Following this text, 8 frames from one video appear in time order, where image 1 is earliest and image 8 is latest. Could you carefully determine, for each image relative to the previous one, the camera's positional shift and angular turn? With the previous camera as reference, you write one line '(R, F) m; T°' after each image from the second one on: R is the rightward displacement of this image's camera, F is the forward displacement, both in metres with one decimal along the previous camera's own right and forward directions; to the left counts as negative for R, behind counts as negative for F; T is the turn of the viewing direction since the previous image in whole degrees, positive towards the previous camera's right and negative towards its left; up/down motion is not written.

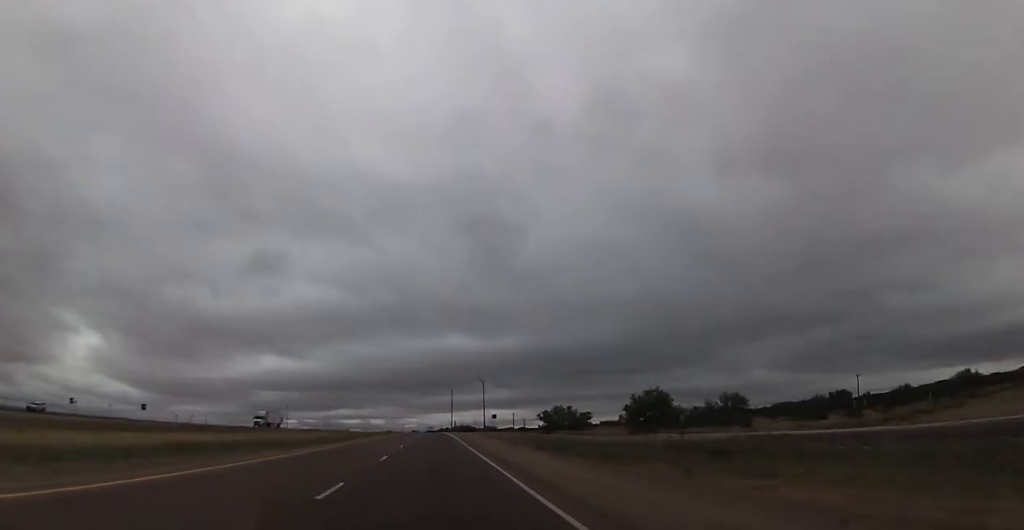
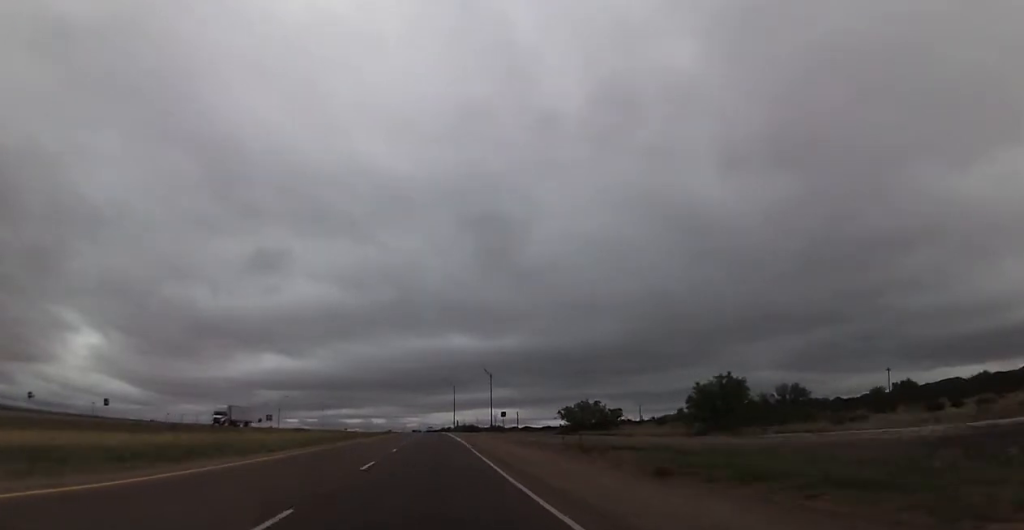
(-0.1, +16.9) m; 0°
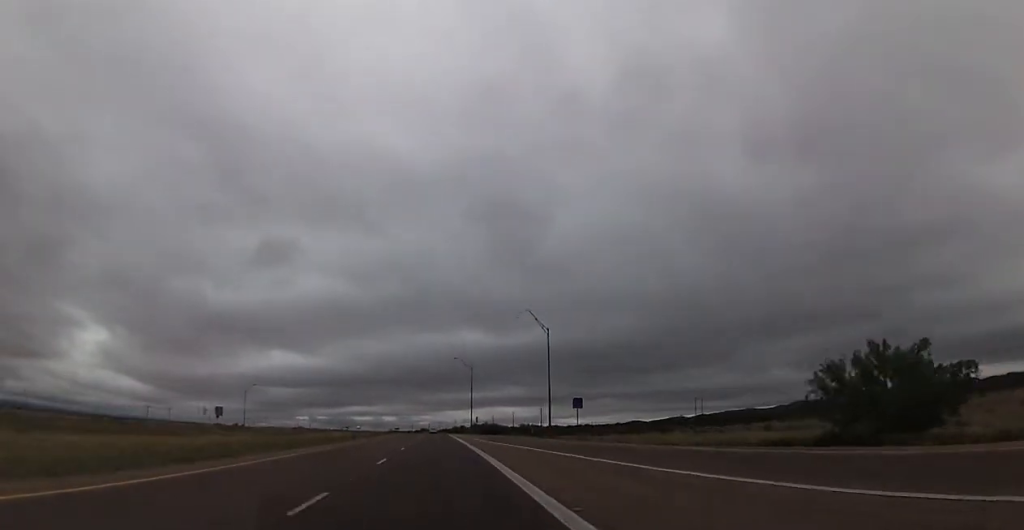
(-0.6, +58.0) m; -1°
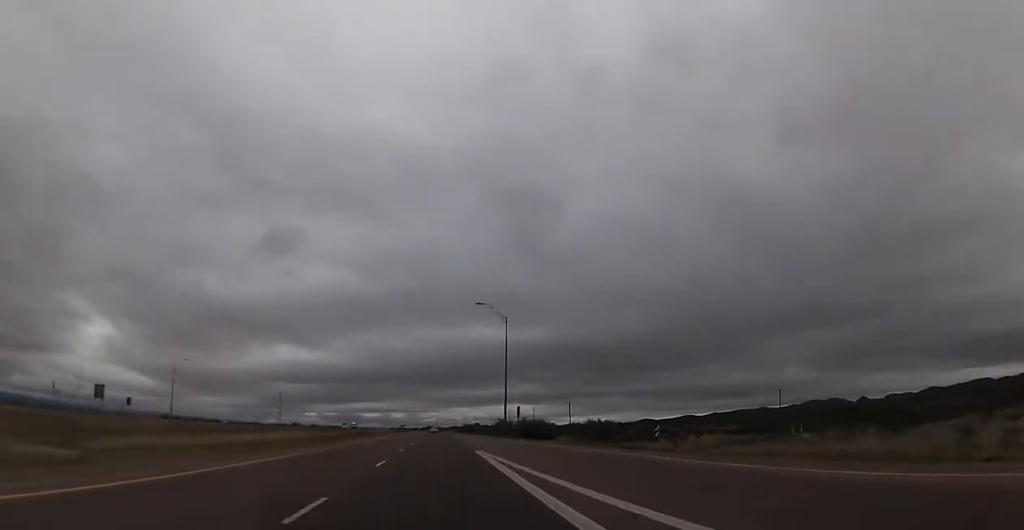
(-0.7, +61.6) m; -1°
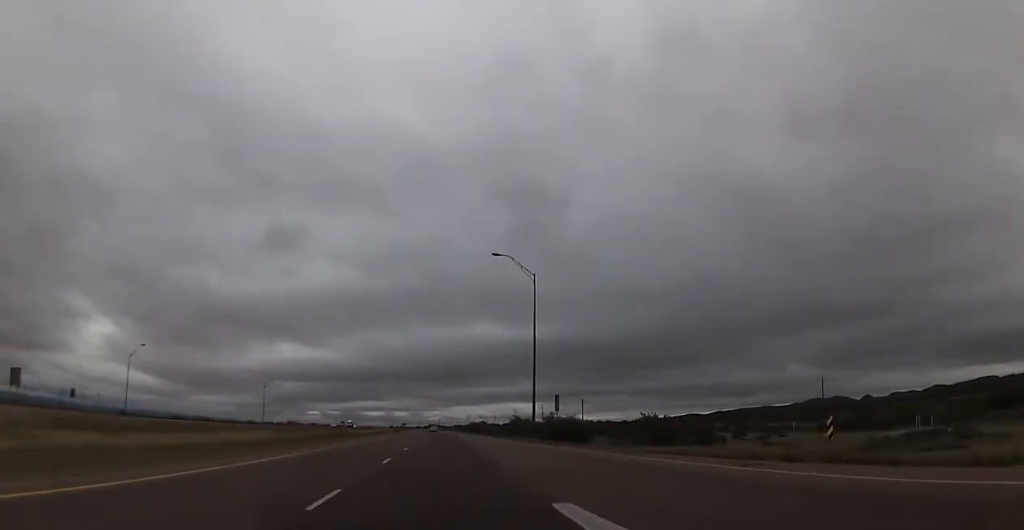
(-0.1, +22.9) m; 0°
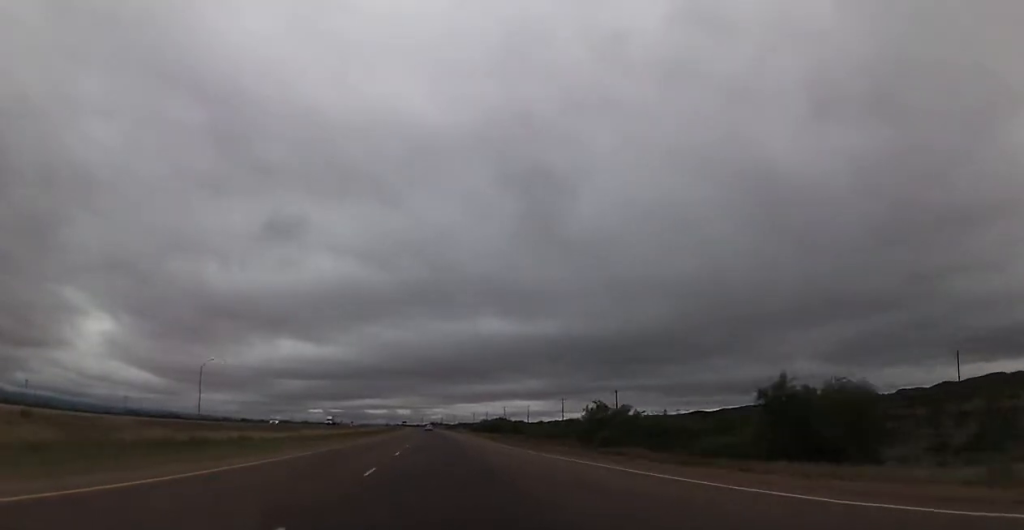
(0.0, +53.1) m; 0°
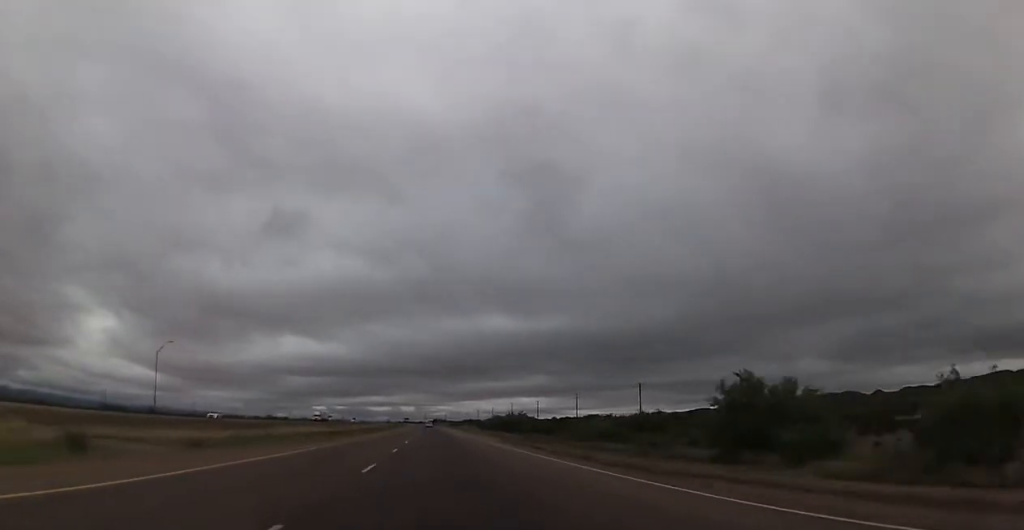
(0.0, +24.3) m; 0°
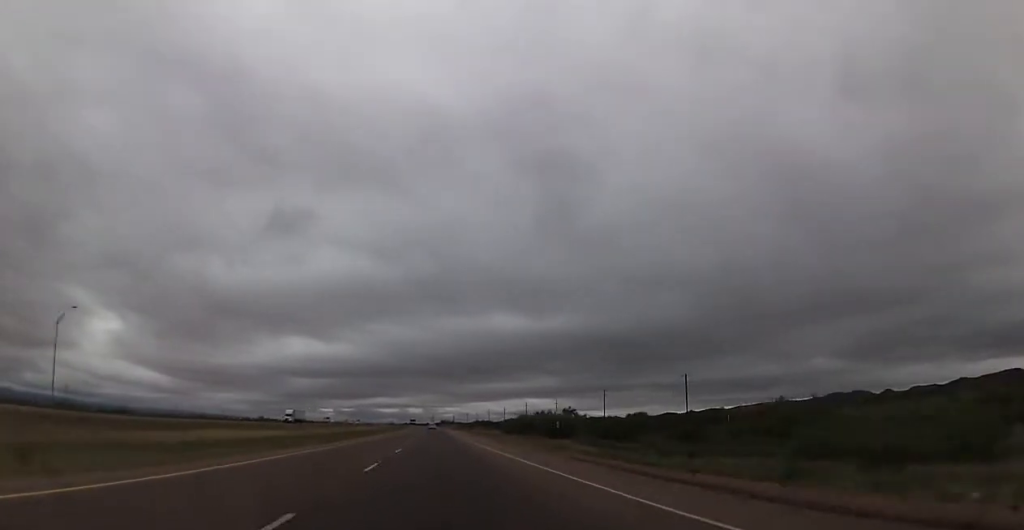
(0.0, +35.4) m; 0°
